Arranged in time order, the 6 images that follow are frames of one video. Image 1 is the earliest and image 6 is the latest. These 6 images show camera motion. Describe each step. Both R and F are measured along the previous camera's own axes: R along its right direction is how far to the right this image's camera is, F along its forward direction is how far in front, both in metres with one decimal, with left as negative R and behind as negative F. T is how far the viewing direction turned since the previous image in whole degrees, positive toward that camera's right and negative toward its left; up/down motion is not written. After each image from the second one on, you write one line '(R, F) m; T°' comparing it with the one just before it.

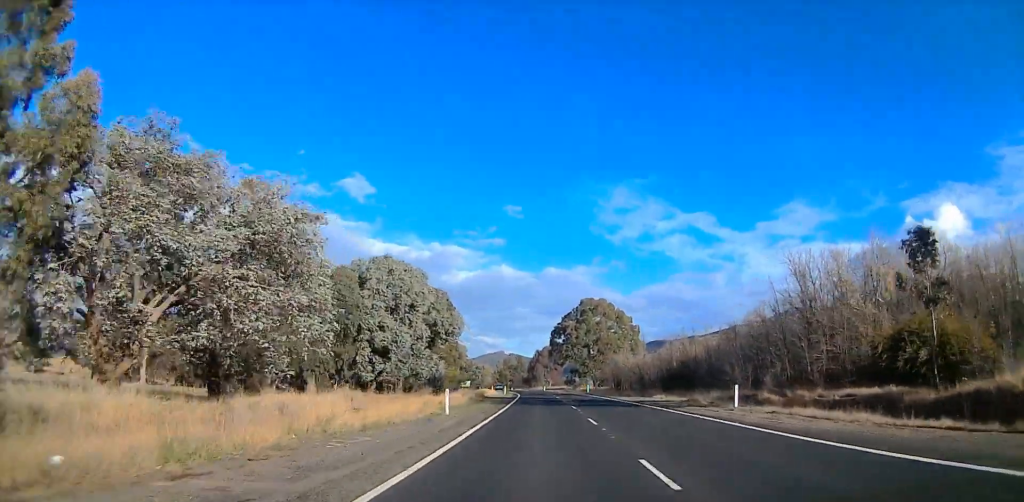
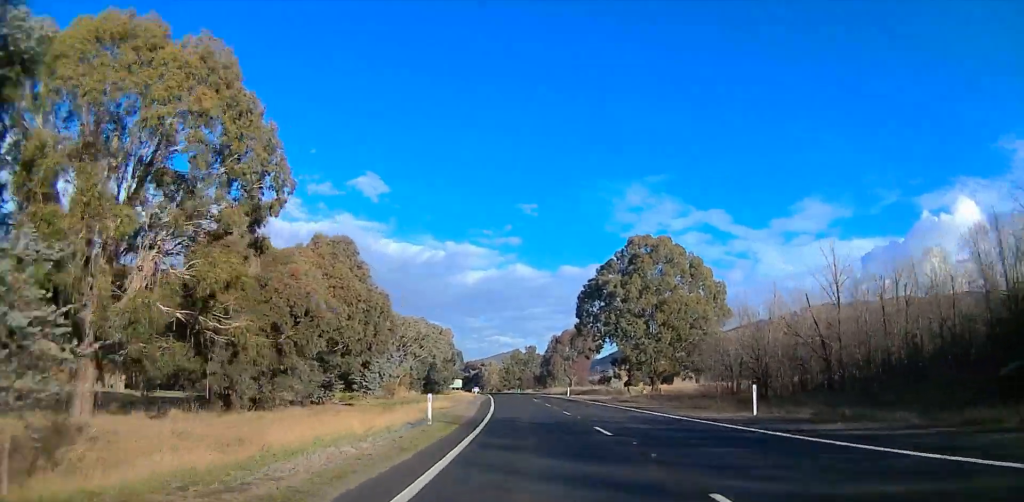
(-0.5, +62.9) m; -4°
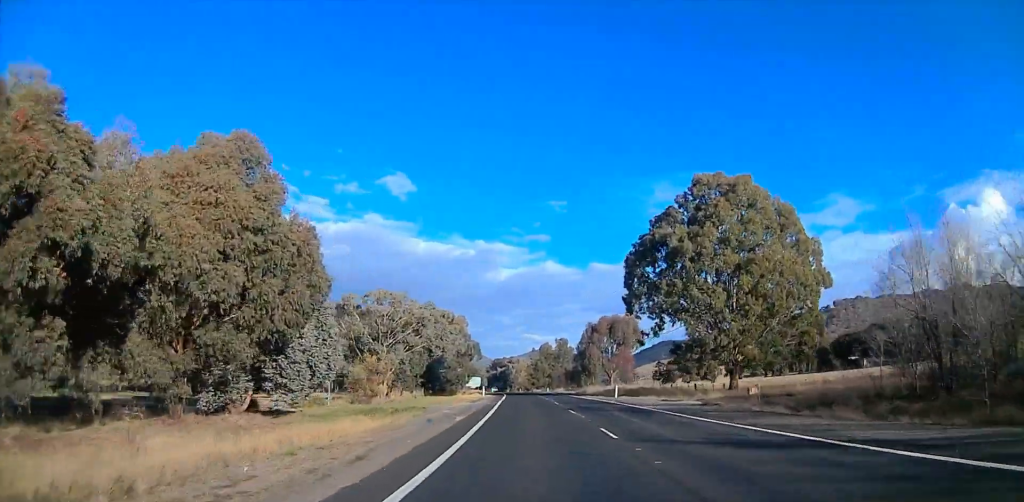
(-1.0, +24.7) m; -2°
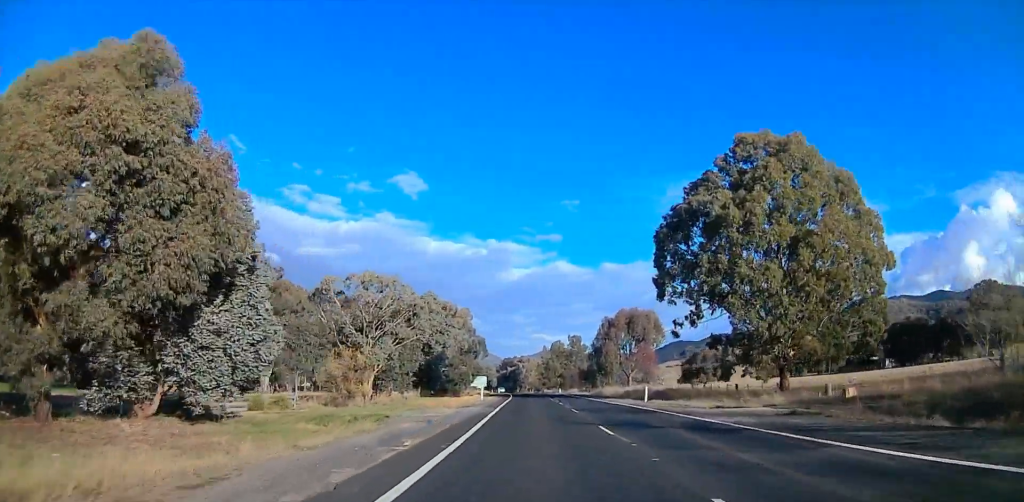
(0.0, +11.8) m; 0°
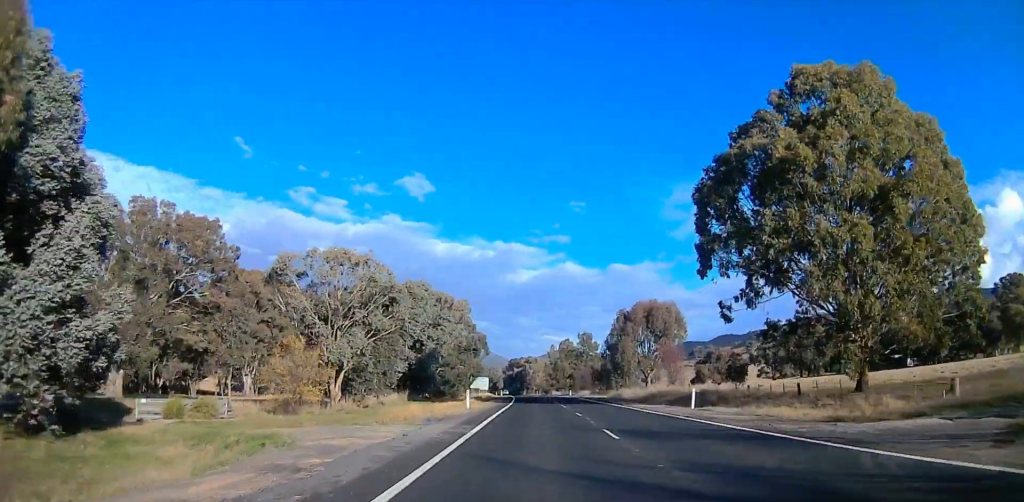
(+0.1, +12.8) m; 0°
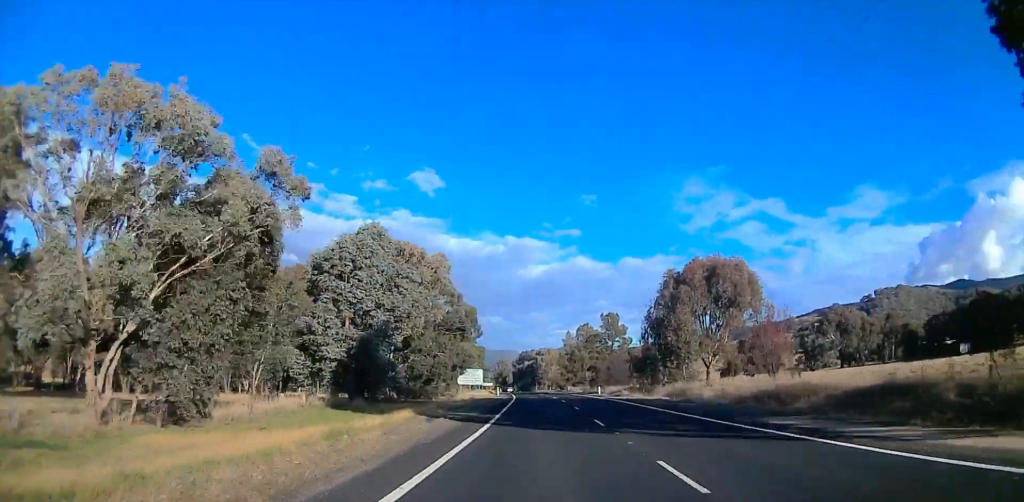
(0.0, +31.3) m; -1°
